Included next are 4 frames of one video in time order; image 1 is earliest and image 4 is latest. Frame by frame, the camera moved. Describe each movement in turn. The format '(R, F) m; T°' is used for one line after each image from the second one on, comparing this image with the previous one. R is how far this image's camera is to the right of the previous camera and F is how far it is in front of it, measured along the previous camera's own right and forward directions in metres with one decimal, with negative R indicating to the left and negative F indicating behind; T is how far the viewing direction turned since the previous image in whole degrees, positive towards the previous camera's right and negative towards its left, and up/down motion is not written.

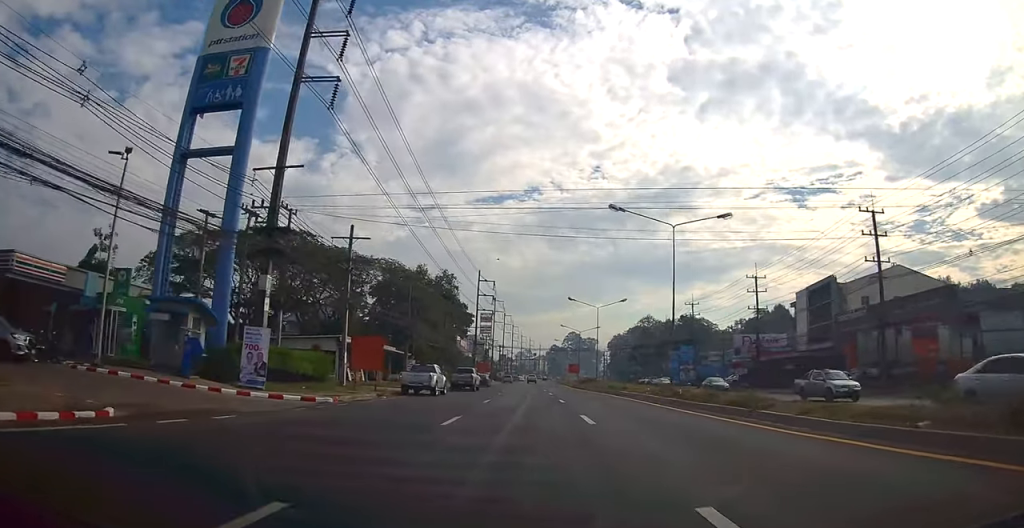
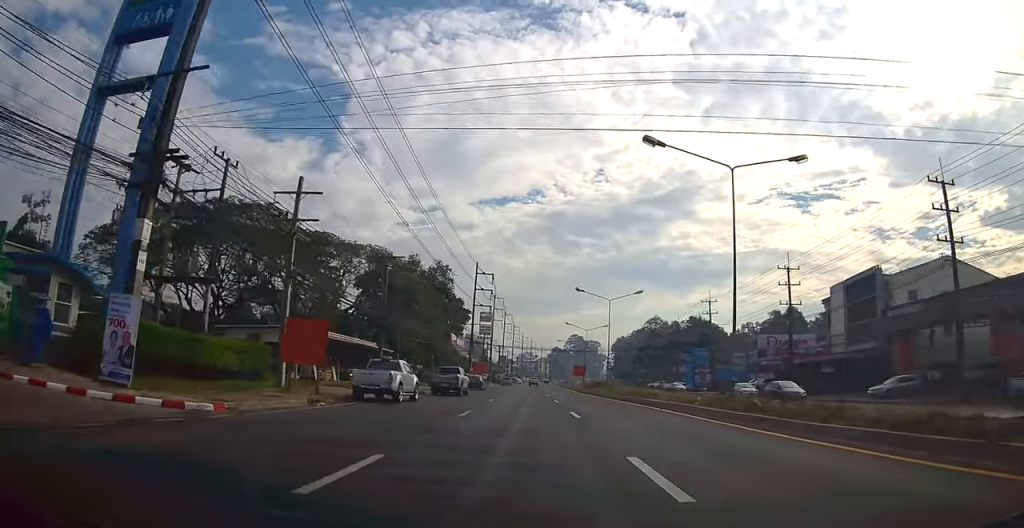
(-0.1, +8.5) m; 0°
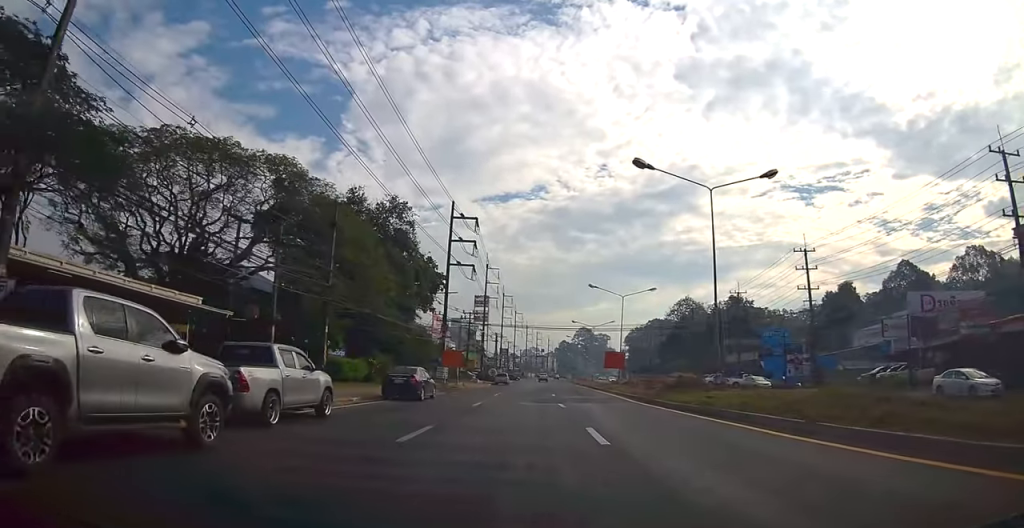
(-0.1, +31.3) m; -1°
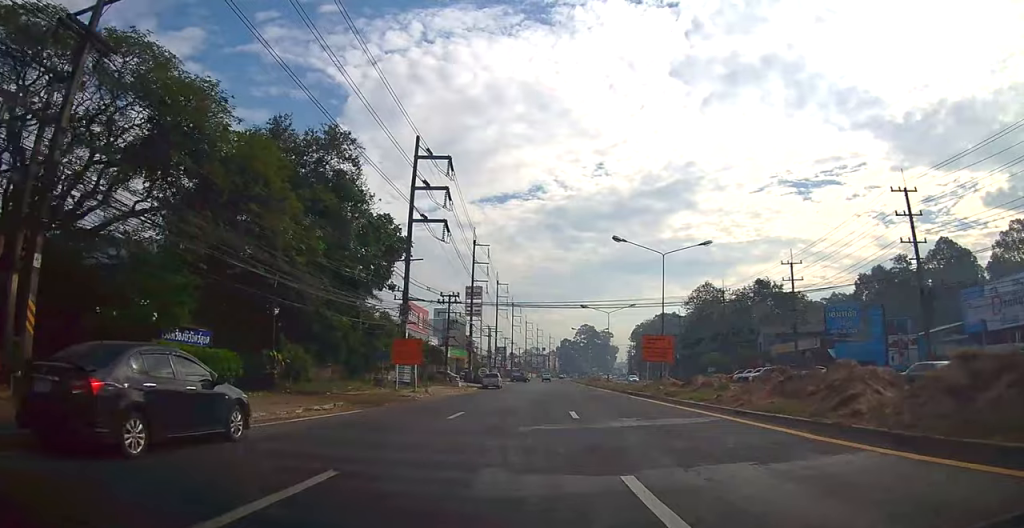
(+0.1, +18.0) m; 0°
